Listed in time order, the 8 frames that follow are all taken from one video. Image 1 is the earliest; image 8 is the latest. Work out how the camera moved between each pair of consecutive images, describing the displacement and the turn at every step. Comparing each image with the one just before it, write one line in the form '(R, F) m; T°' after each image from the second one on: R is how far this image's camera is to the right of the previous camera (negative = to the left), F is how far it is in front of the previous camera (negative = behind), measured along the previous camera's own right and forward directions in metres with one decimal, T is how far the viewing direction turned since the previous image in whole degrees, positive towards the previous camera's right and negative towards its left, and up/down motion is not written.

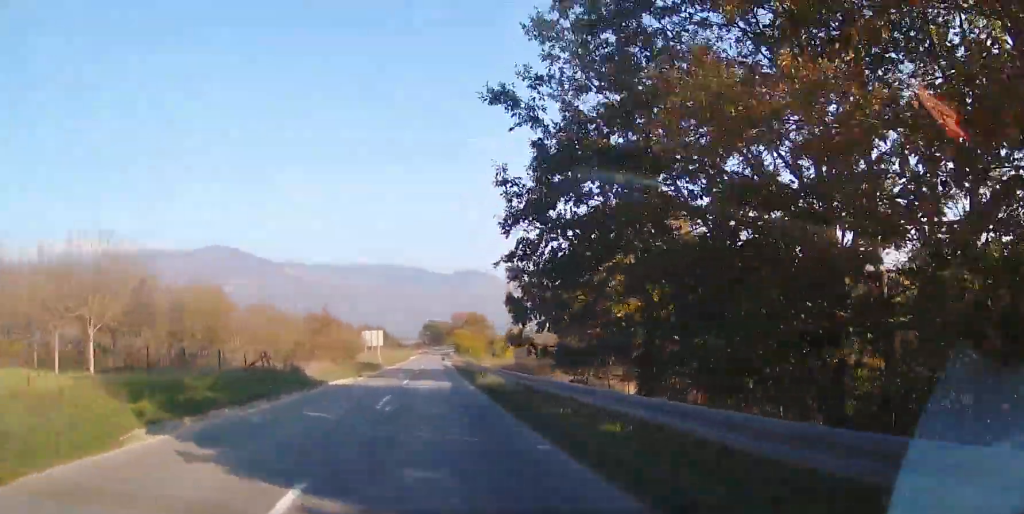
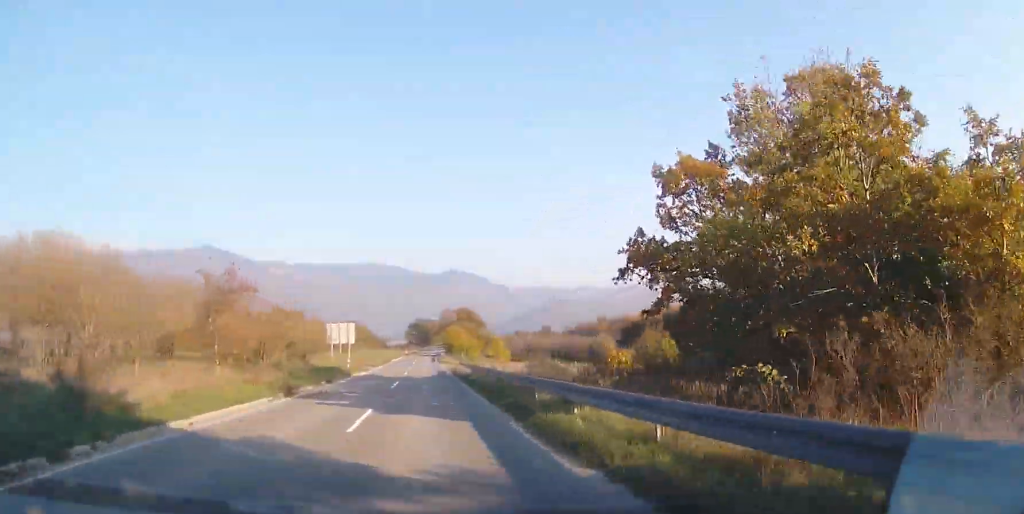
(+0.1, +18.8) m; +3°
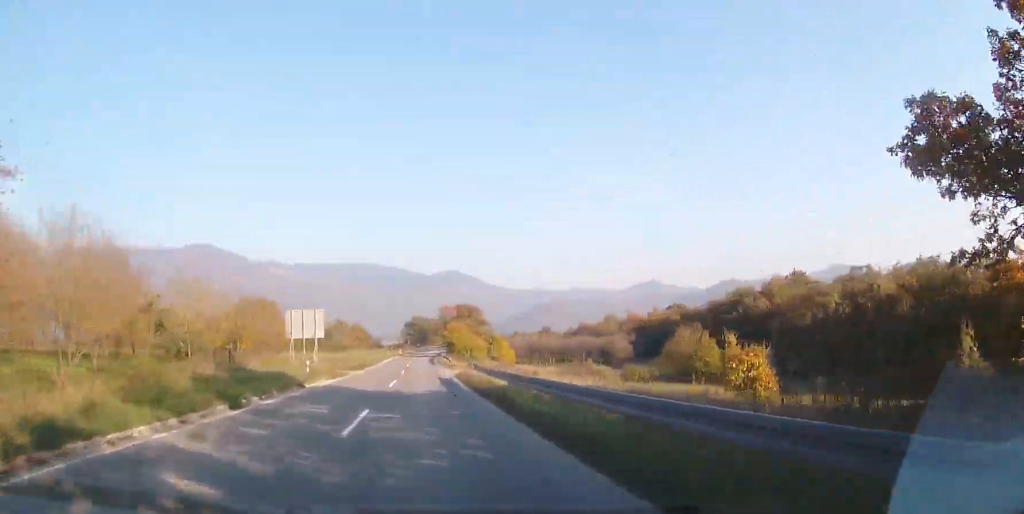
(+0.9, +16.0) m; +1°
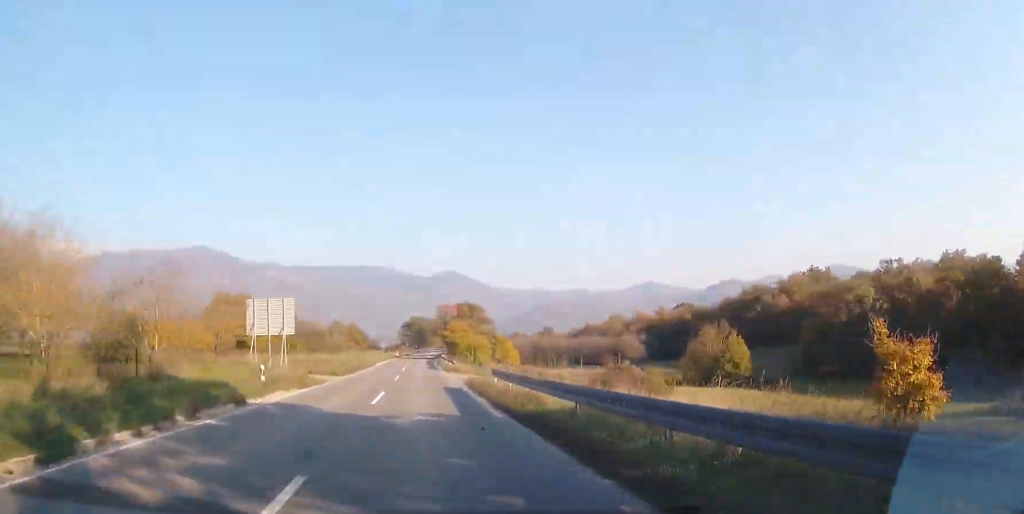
(-0.2, +8.7) m; 0°
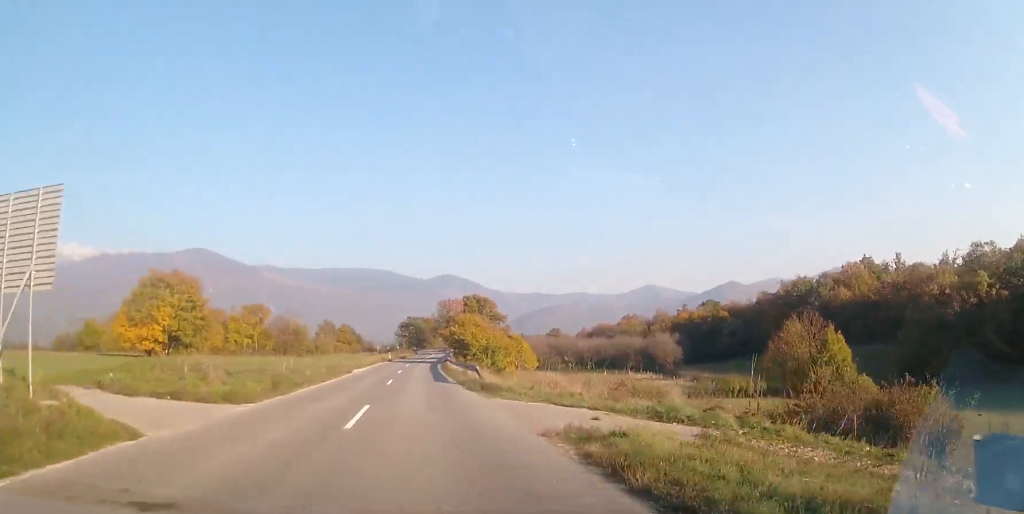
(-0.1, +20.6) m; +1°
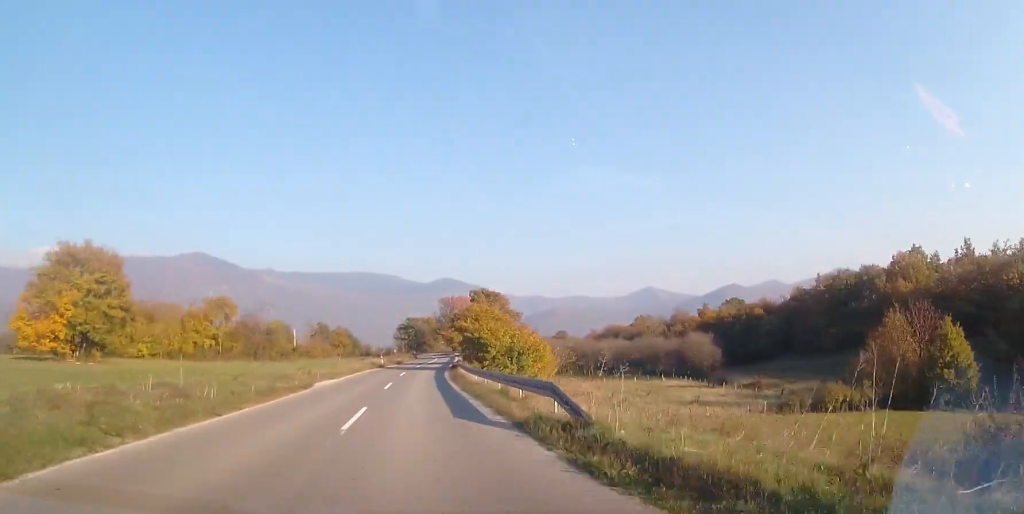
(+0.2, +15.9) m; +1°
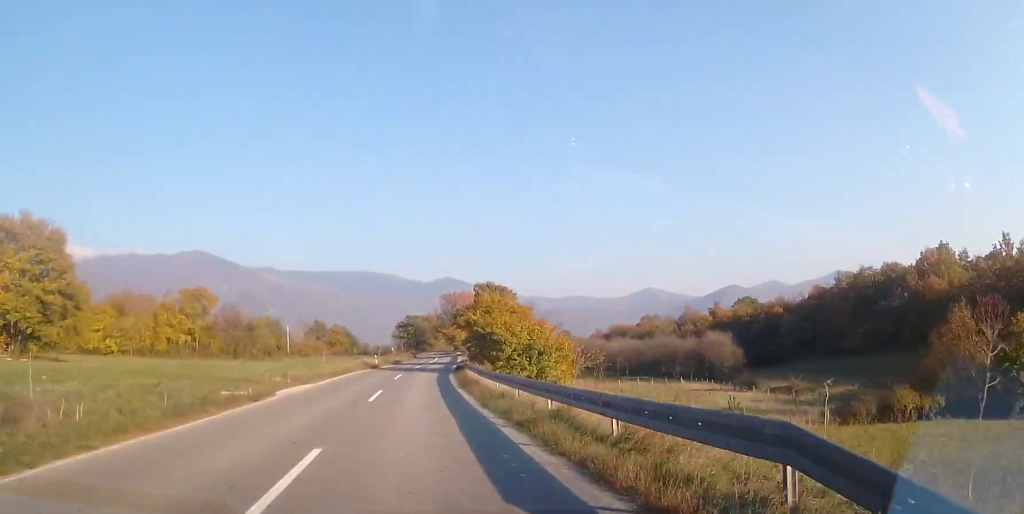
(0.0, +7.7) m; +1°
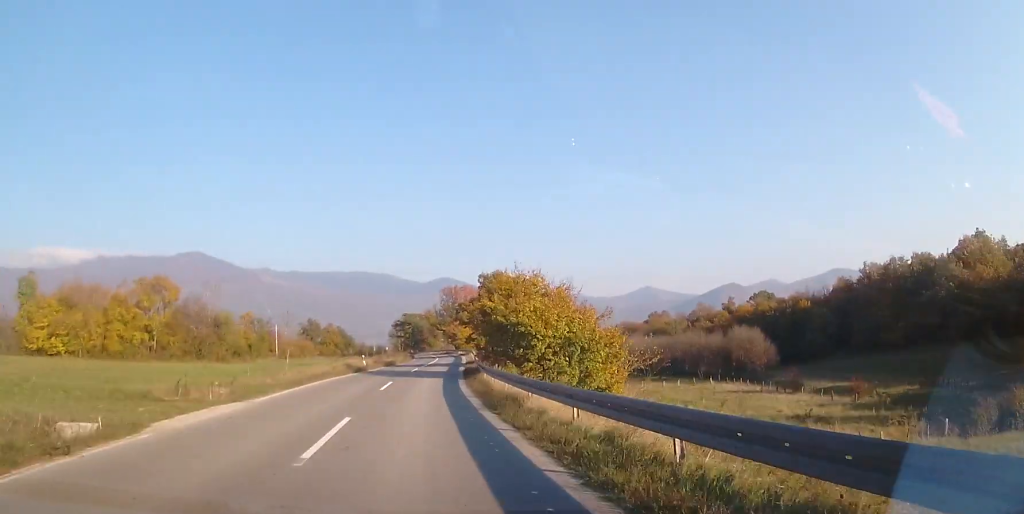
(+0.1, +10.3) m; 0°
